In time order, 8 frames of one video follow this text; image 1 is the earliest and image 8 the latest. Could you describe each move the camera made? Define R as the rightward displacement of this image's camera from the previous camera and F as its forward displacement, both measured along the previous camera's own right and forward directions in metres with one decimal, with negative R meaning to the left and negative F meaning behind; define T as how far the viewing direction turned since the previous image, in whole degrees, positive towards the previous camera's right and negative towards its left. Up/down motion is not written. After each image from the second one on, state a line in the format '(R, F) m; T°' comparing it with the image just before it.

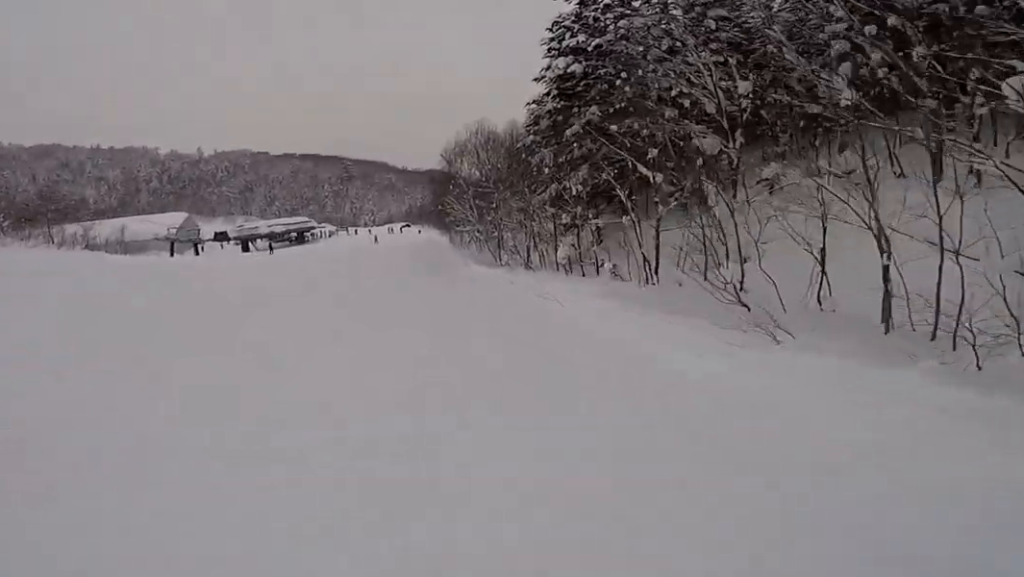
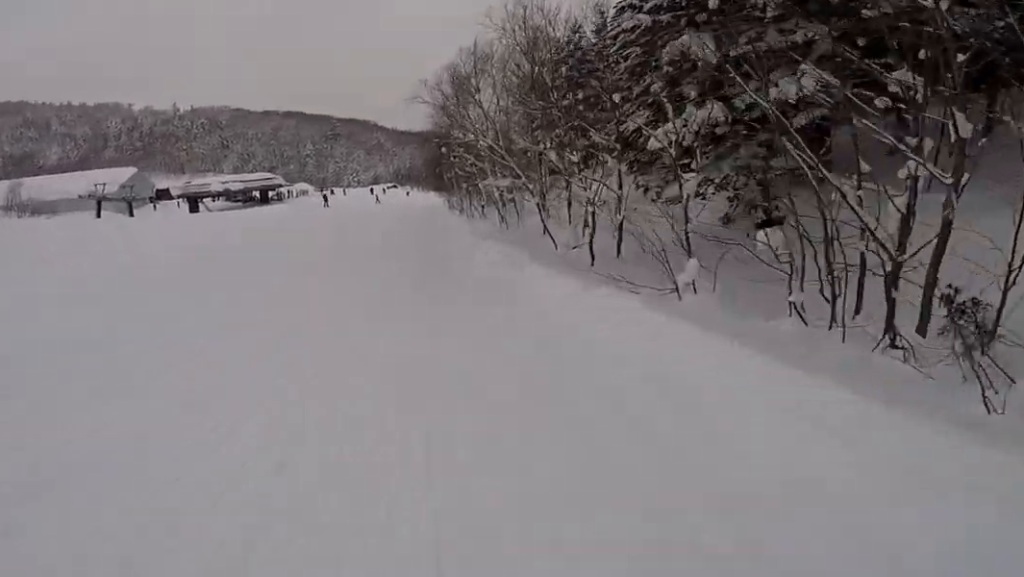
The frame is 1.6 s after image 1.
(0.0, +15.4) m; +3°
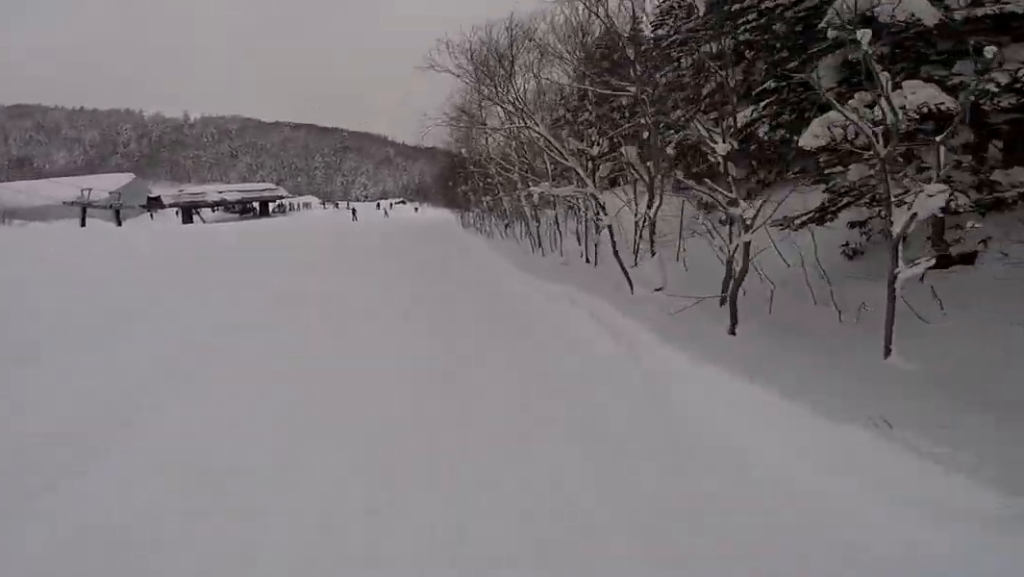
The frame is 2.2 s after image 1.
(-0.2, +5.3) m; +4°
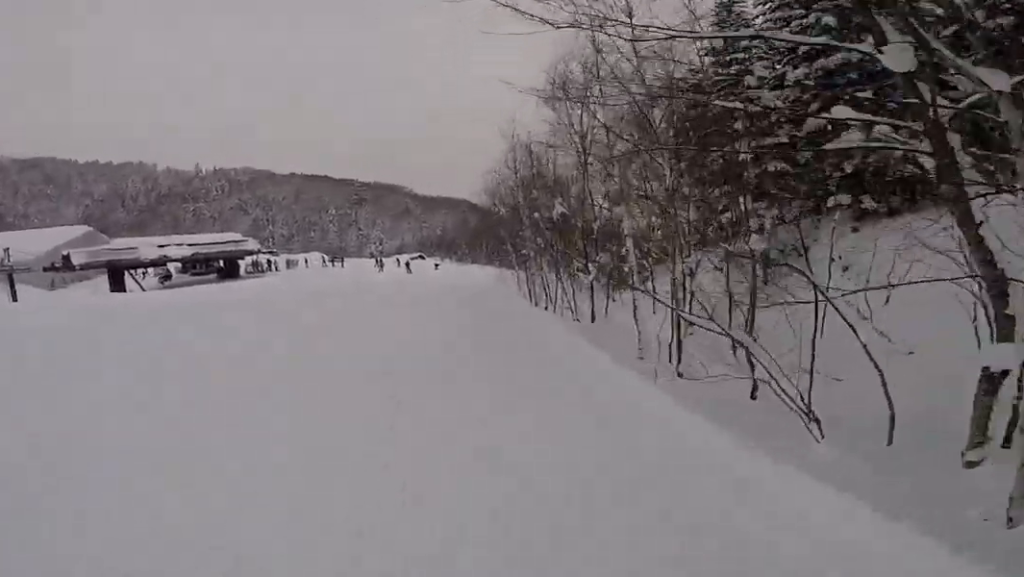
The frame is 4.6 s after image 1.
(-0.3, +21.6) m; -7°
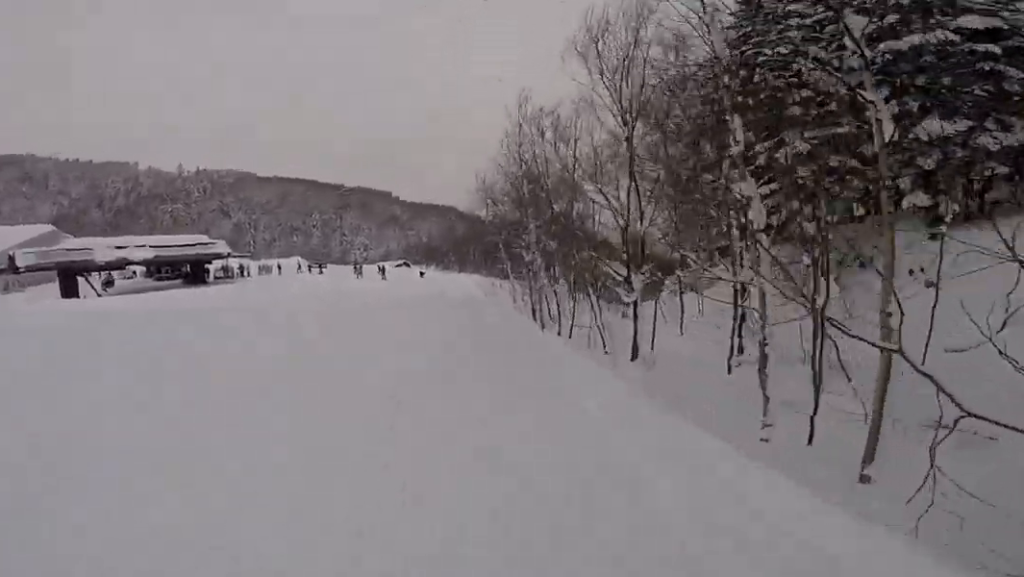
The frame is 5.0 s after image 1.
(0.0, +3.9) m; 0°
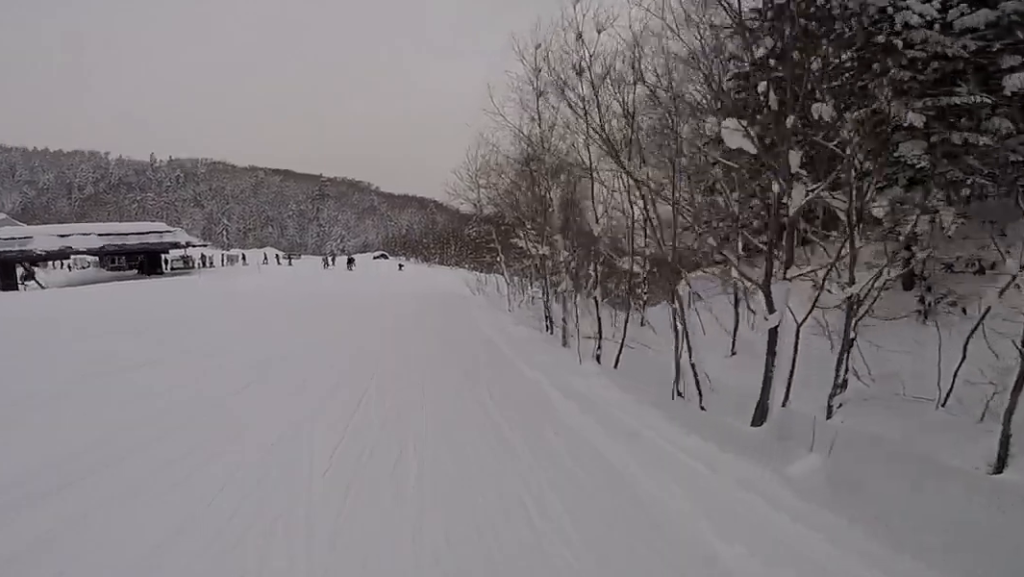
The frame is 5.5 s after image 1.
(0.0, +4.1) m; 0°
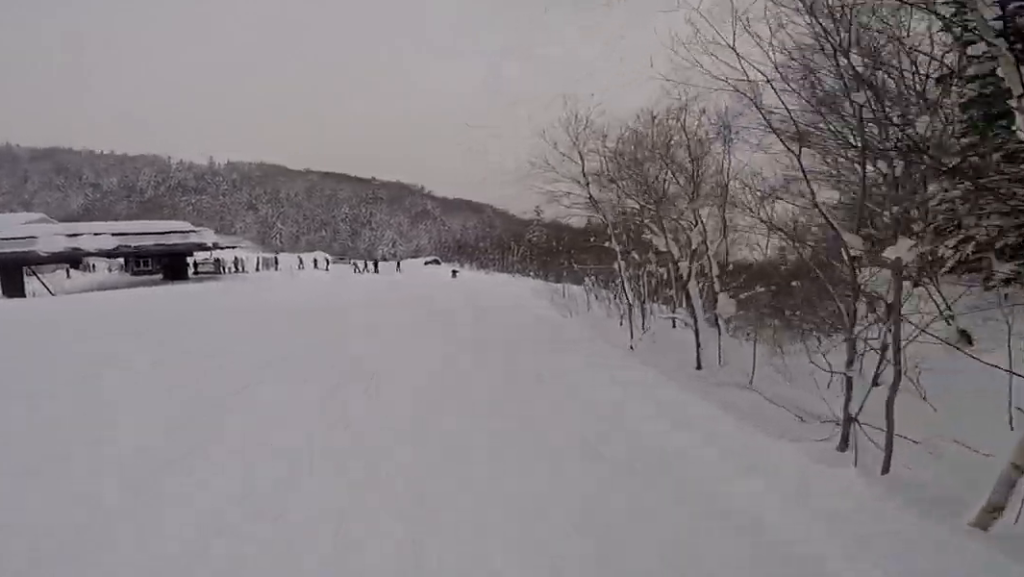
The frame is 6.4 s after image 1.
(0.0, +7.4) m; 0°
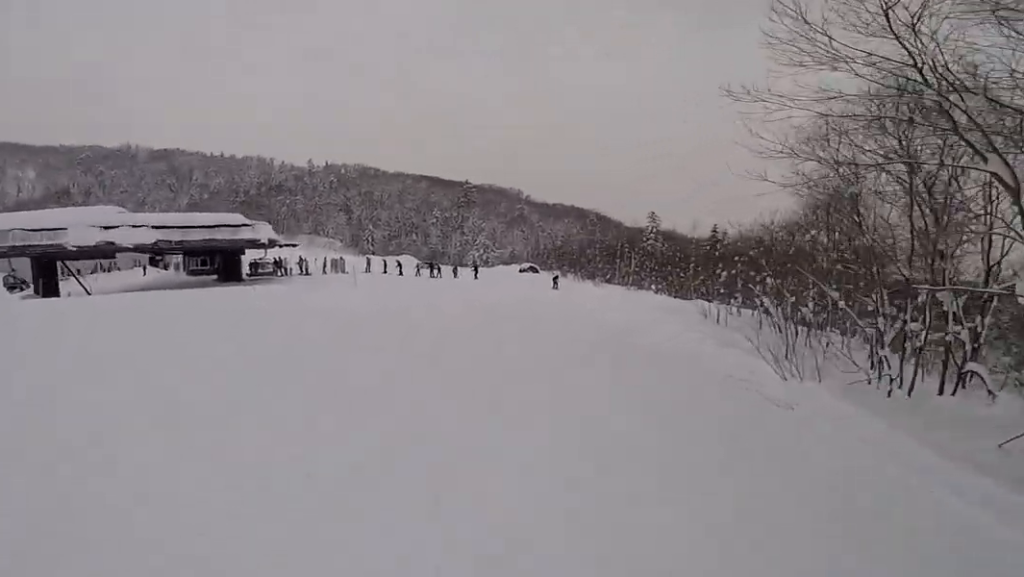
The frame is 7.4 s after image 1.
(0.0, +8.4) m; -1°
